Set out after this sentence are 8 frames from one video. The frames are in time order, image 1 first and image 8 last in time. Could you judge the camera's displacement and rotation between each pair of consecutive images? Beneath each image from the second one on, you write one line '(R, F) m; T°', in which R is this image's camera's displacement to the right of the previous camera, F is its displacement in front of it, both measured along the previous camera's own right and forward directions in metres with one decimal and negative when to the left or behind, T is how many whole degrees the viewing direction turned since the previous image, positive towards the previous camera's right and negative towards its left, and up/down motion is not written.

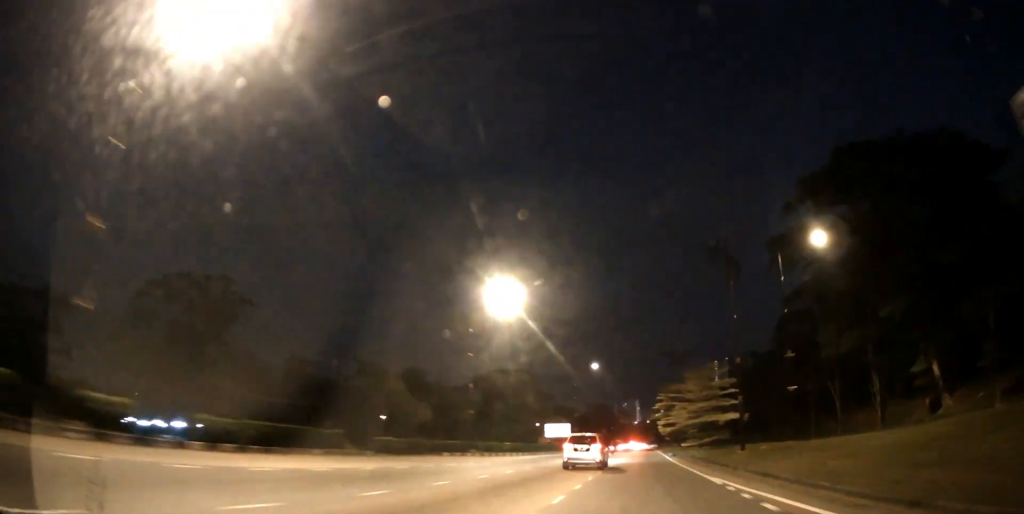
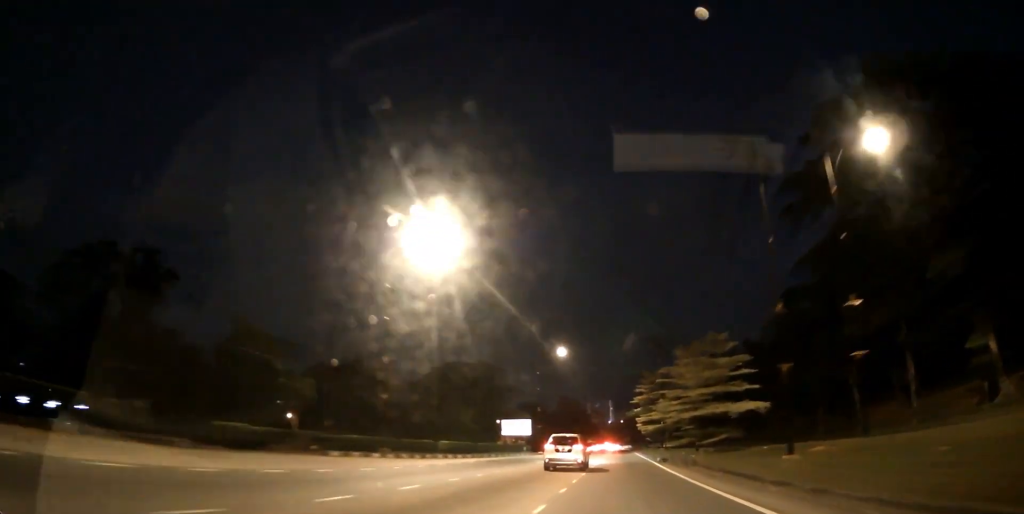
(+0.5, +12.6) m; +2°
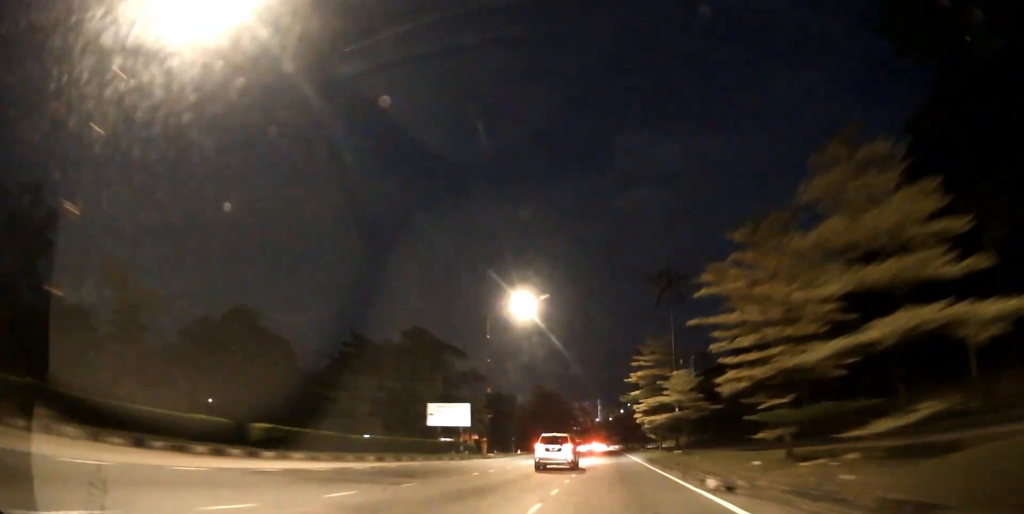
(0.0, +22.4) m; 0°
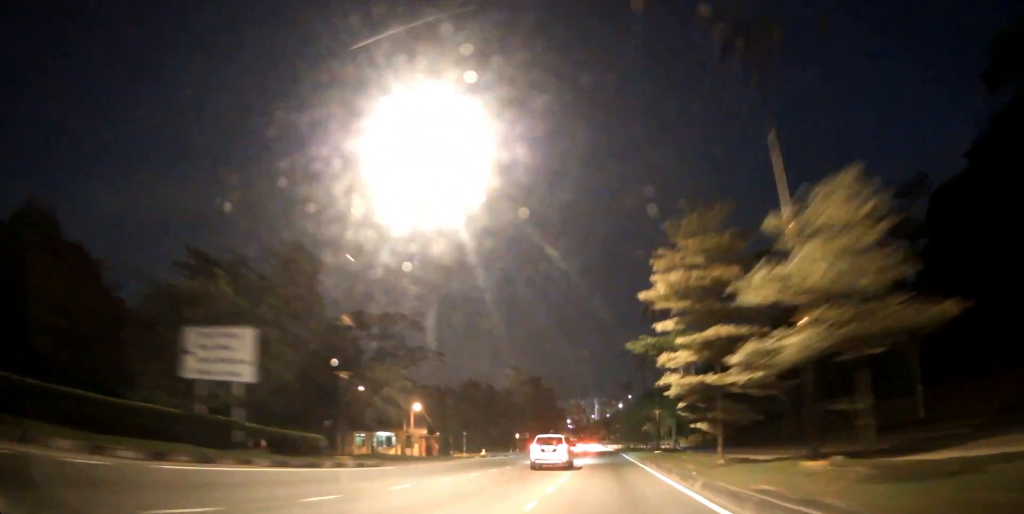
(0.0, +25.2) m; 0°
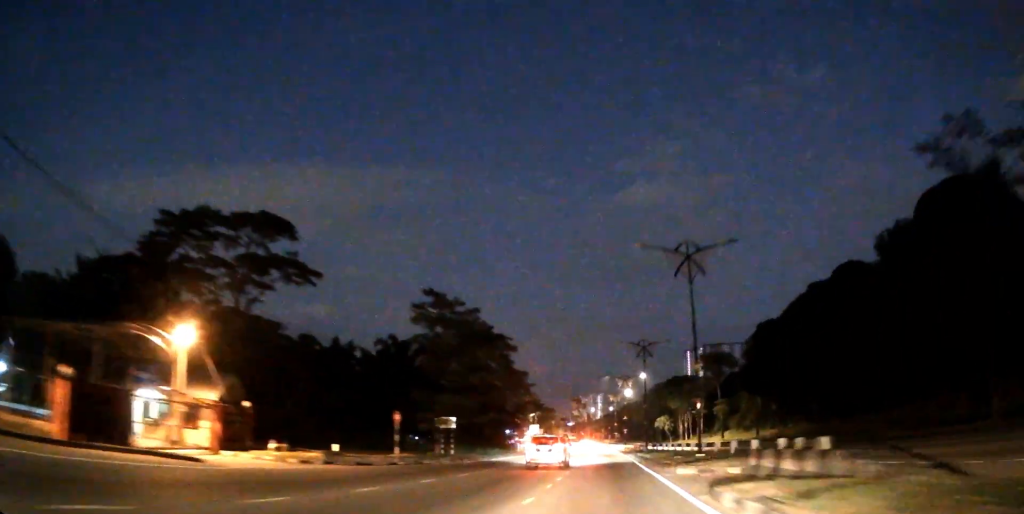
(0.0, +39.6) m; 0°
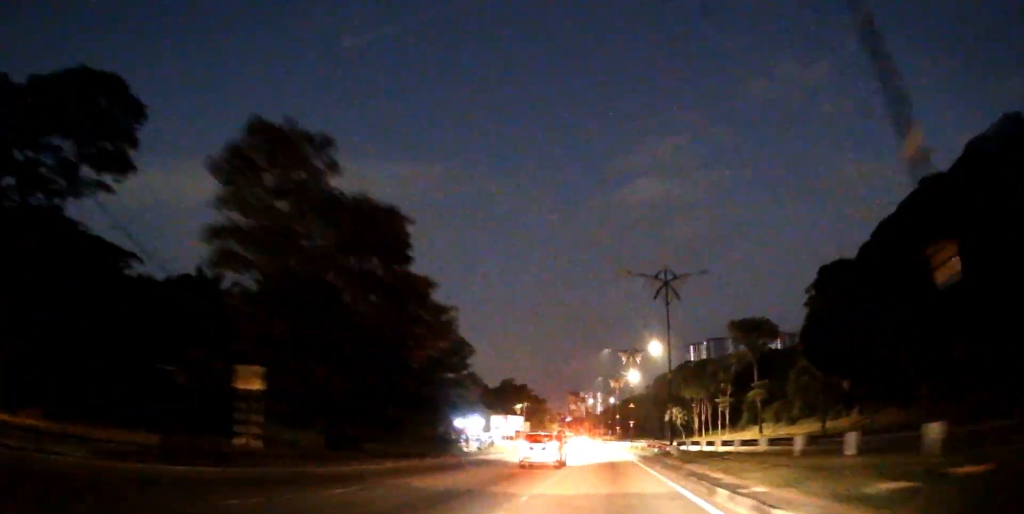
(-0.1, +24.1) m; 0°
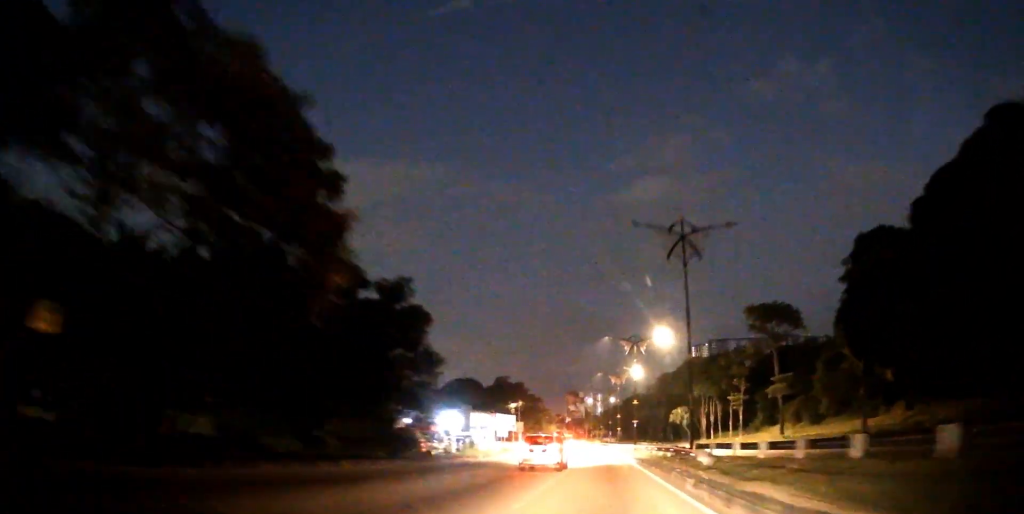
(0.0, +9.7) m; 0°
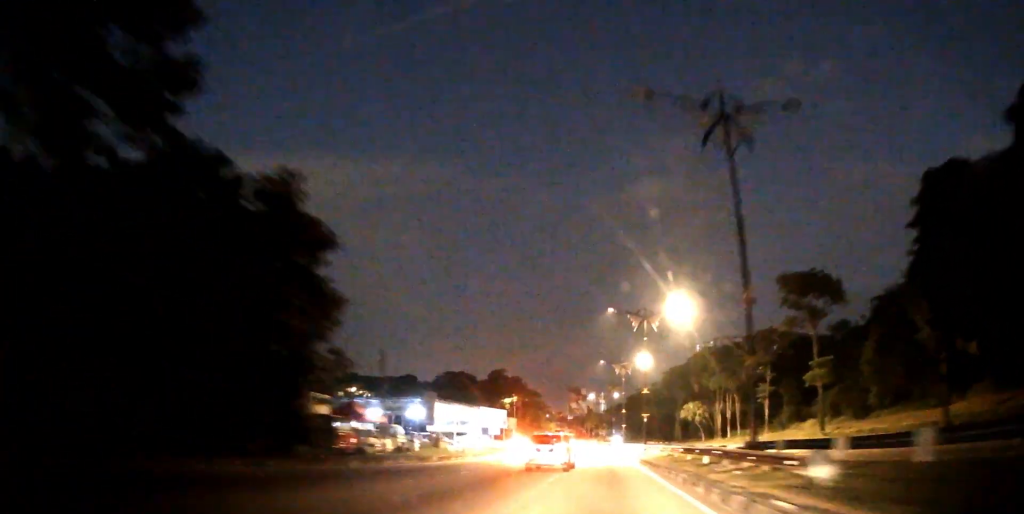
(+0.1, +11.1) m; 0°
